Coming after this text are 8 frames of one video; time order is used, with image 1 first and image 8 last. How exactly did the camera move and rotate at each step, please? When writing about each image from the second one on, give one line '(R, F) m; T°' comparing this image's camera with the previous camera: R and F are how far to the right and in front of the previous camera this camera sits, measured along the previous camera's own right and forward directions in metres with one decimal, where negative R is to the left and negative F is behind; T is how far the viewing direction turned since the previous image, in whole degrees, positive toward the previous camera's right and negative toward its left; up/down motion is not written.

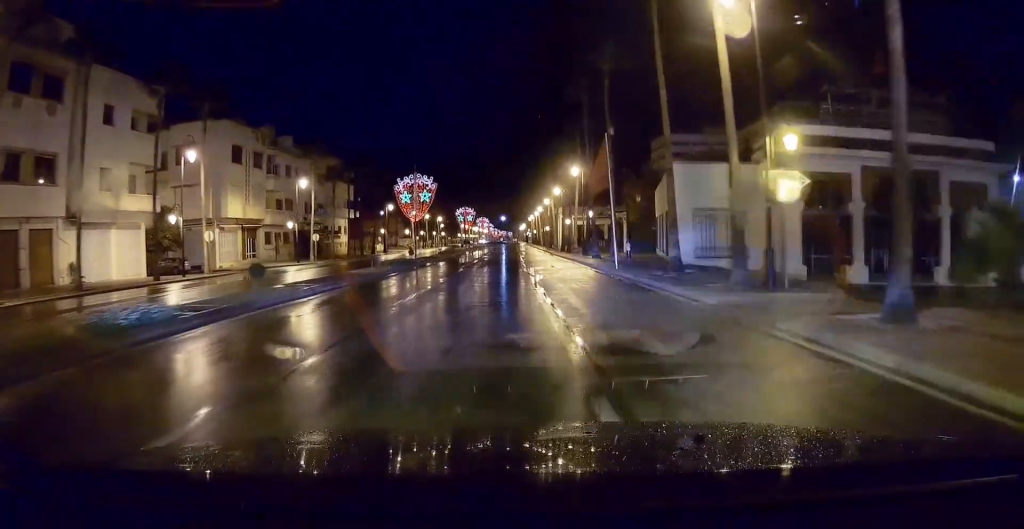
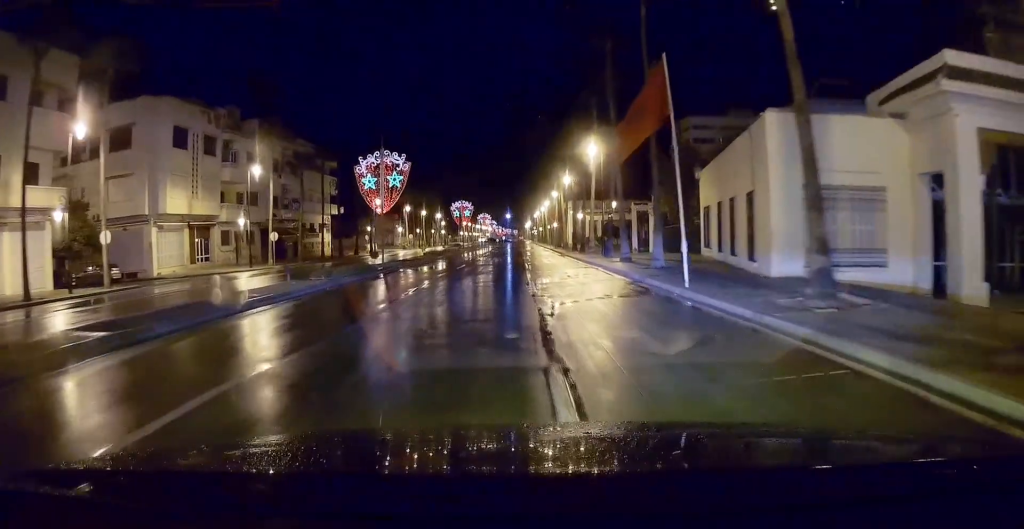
(0.0, +11.7) m; -3°
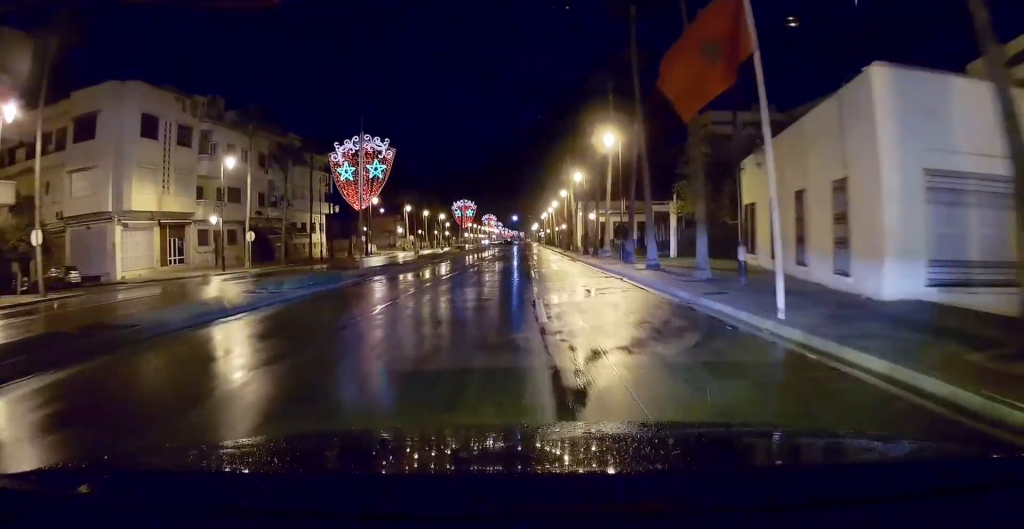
(-0.1, +5.7) m; -3°
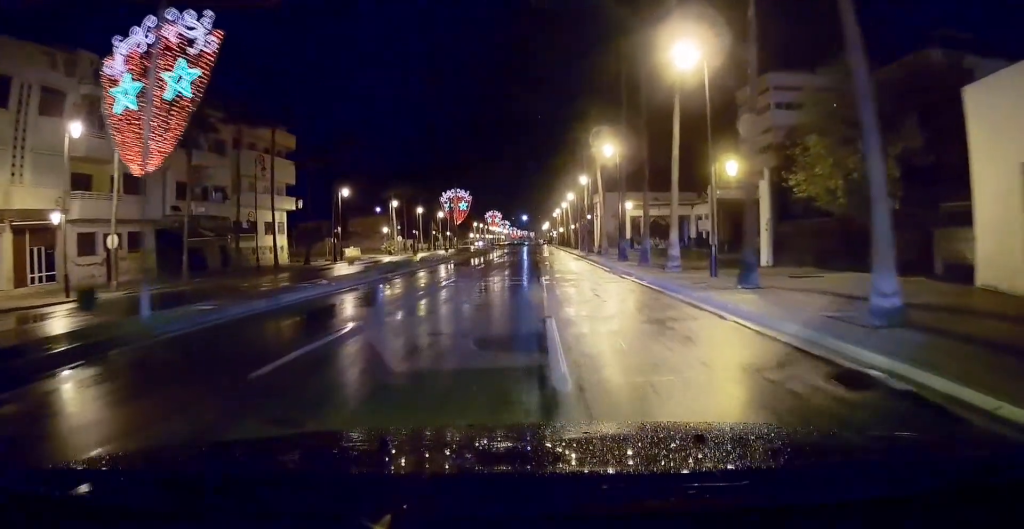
(-1.0, +17.5) m; -4°
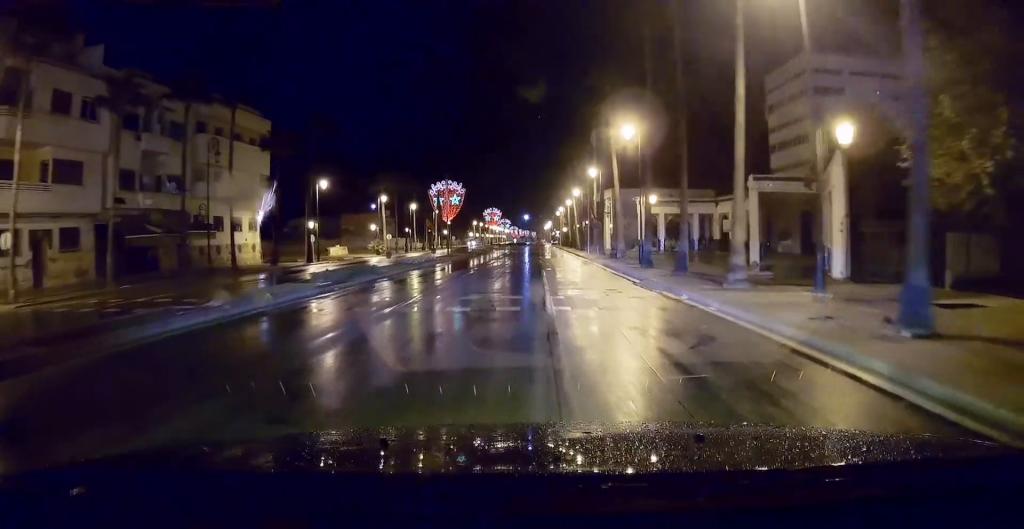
(-0.1, +7.8) m; +1°
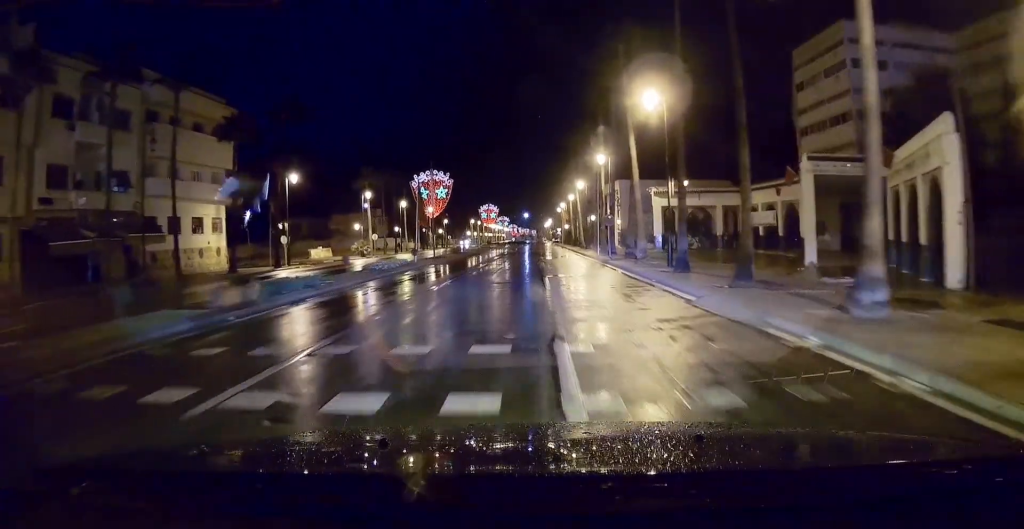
(+0.2, +7.2) m; +2°
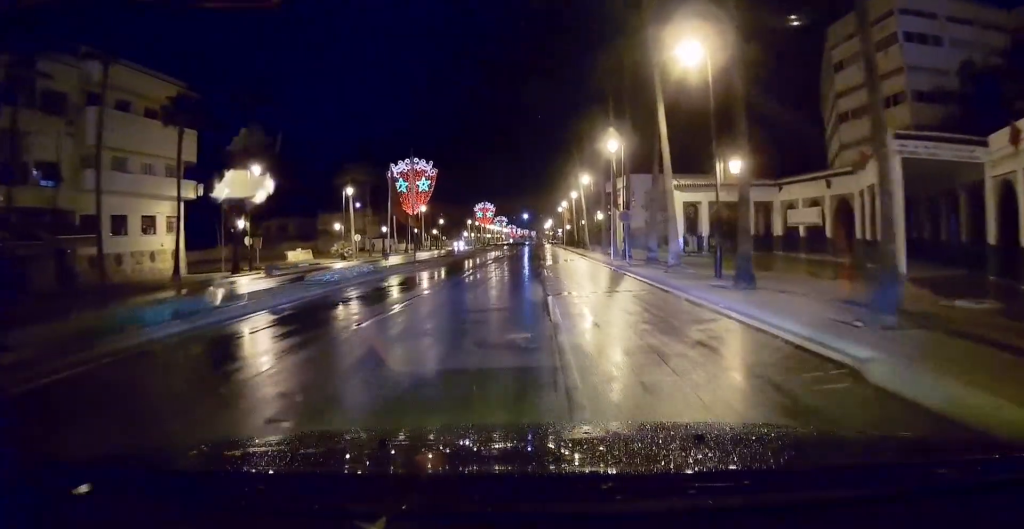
(0.0, +7.1) m; +2°
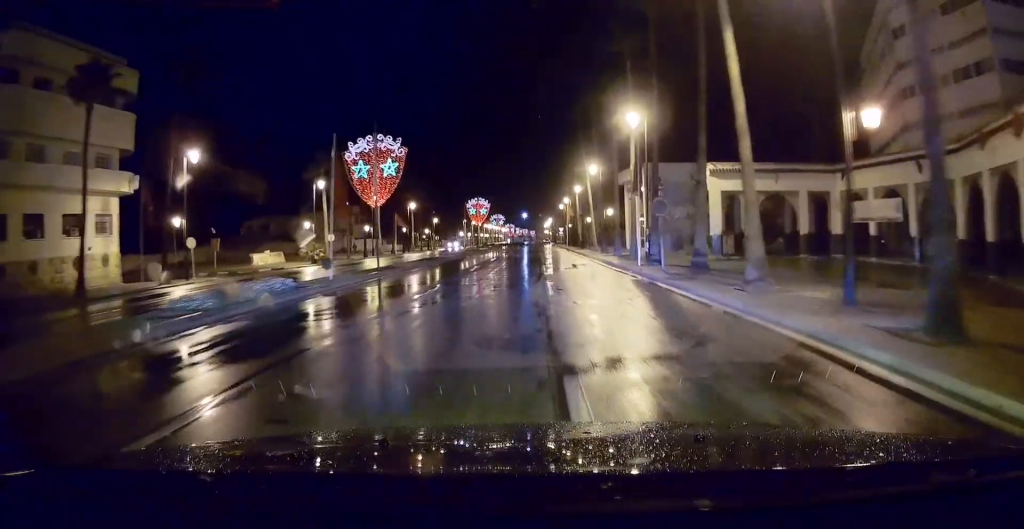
(+0.2, +8.5) m; +2°
